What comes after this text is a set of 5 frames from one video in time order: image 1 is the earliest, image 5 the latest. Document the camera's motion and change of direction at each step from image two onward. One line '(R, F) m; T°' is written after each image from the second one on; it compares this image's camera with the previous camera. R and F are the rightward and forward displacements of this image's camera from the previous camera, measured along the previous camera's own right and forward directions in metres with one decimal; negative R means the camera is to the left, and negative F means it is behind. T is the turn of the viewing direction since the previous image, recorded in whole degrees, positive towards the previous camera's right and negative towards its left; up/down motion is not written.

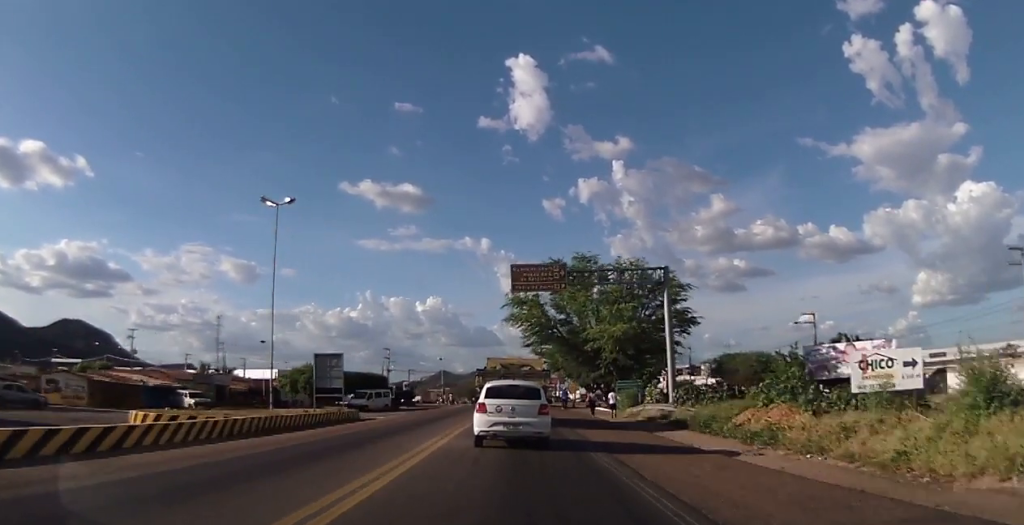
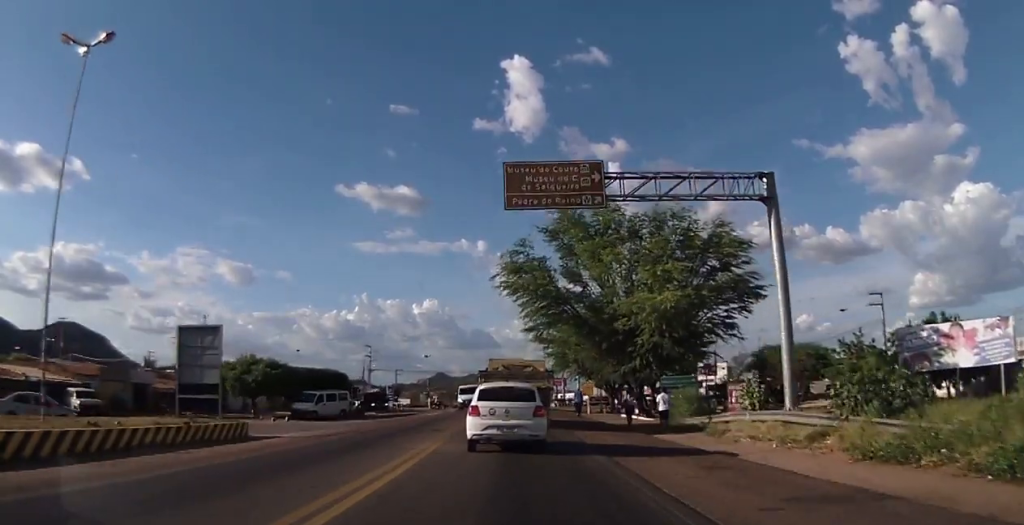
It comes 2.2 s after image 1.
(-0.4, +17.3) m; 0°
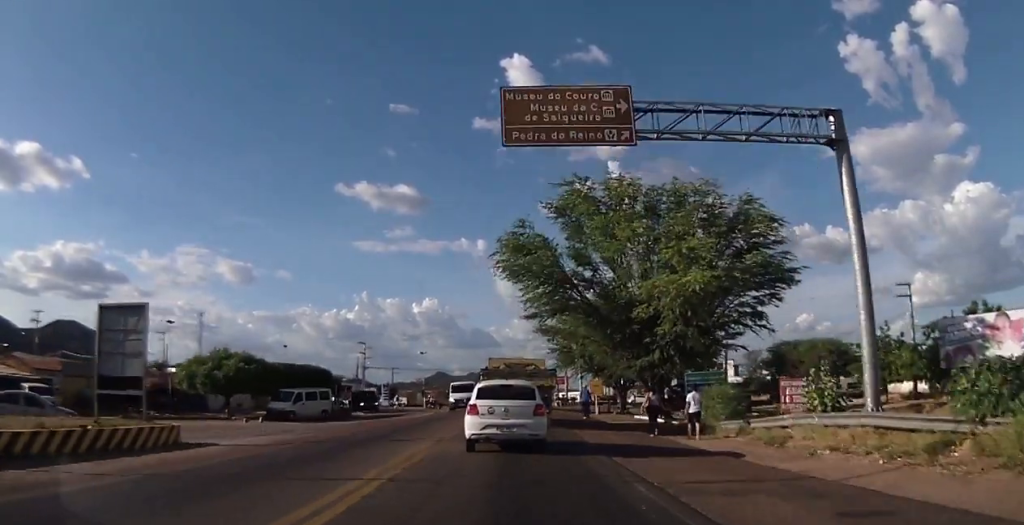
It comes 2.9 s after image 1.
(-0.1, +5.4) m; +2°
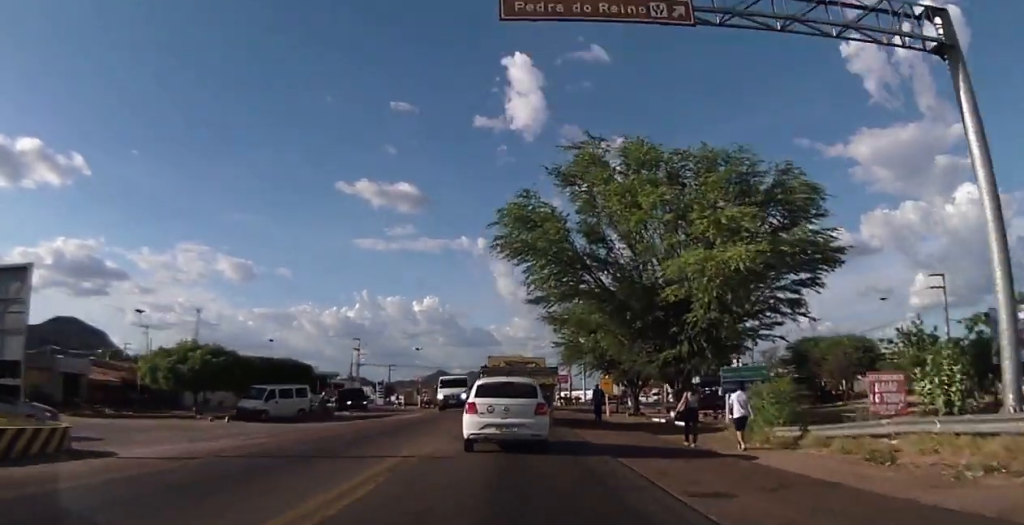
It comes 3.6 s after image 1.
(+0.3, +5.3) m; +2°
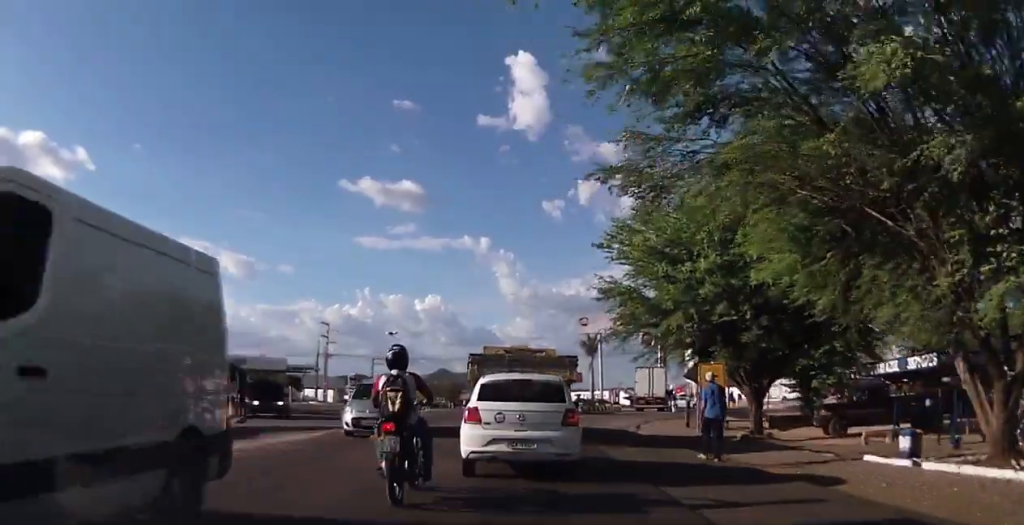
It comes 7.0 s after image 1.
(-1.0, +23.8) m; -2°
